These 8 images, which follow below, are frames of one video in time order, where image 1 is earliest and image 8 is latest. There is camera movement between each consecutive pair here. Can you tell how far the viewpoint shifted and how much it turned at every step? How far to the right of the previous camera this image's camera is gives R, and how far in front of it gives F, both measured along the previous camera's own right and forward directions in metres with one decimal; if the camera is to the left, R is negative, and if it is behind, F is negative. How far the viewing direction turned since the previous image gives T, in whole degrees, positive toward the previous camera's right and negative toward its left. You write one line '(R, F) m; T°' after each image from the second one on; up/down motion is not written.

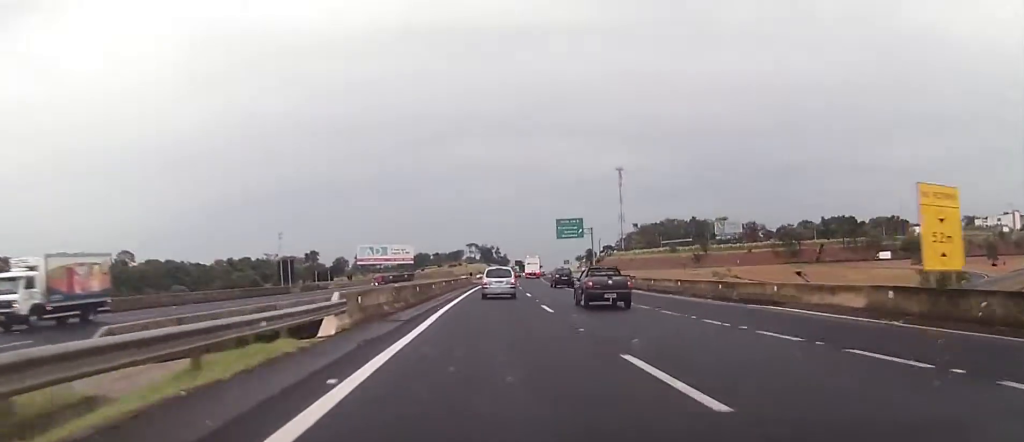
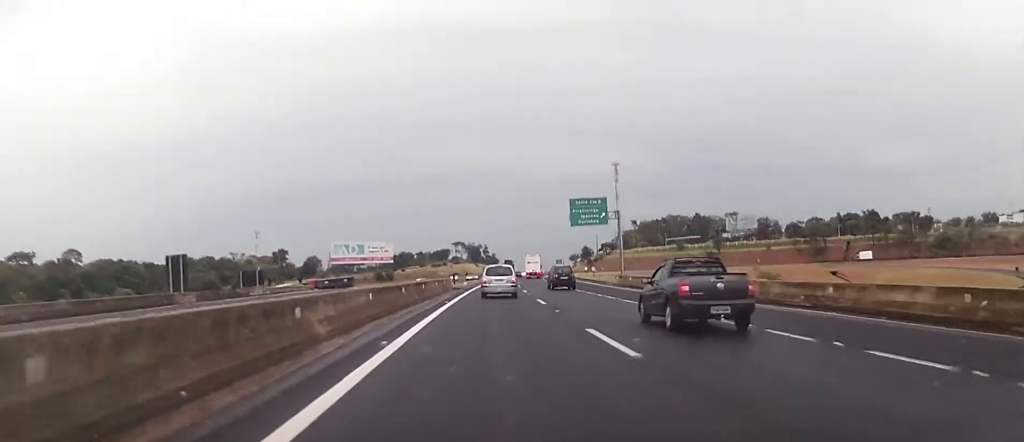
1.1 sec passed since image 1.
(+0.3, +29.0) m; +2°
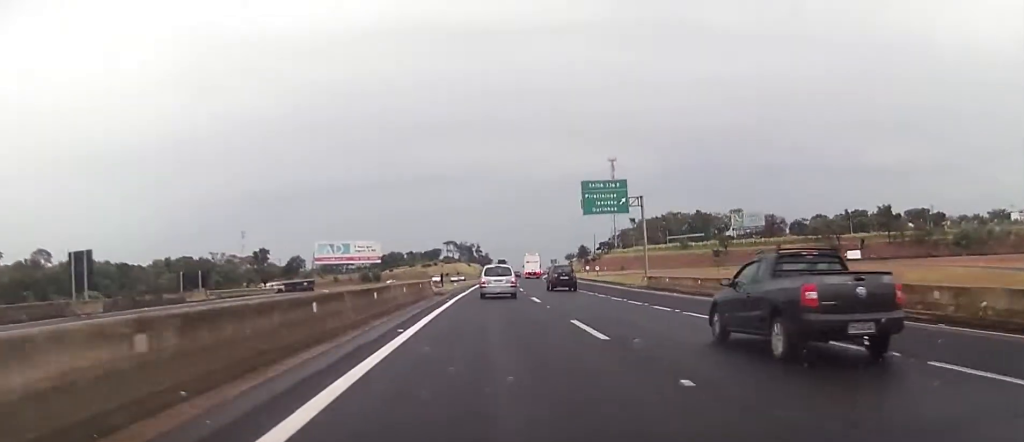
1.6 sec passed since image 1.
(+0.2, +14.2) m; +1°
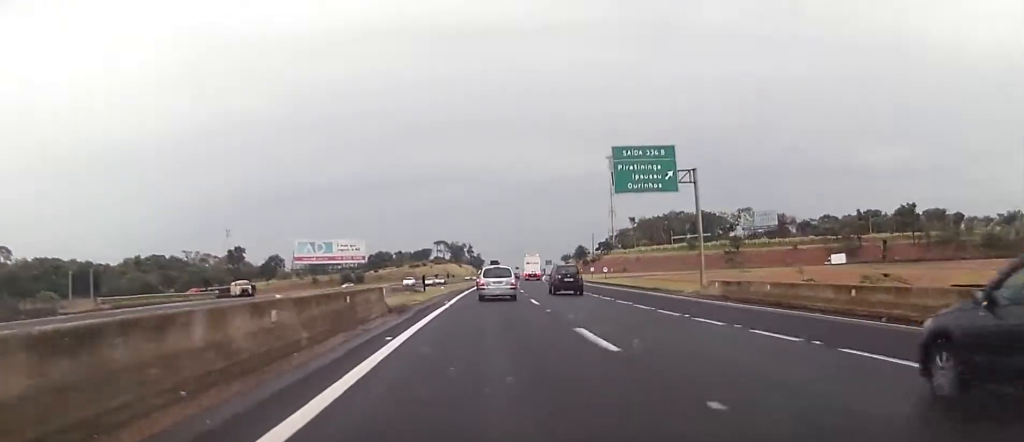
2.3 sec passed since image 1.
(+0.1, +17.6) m; +1°
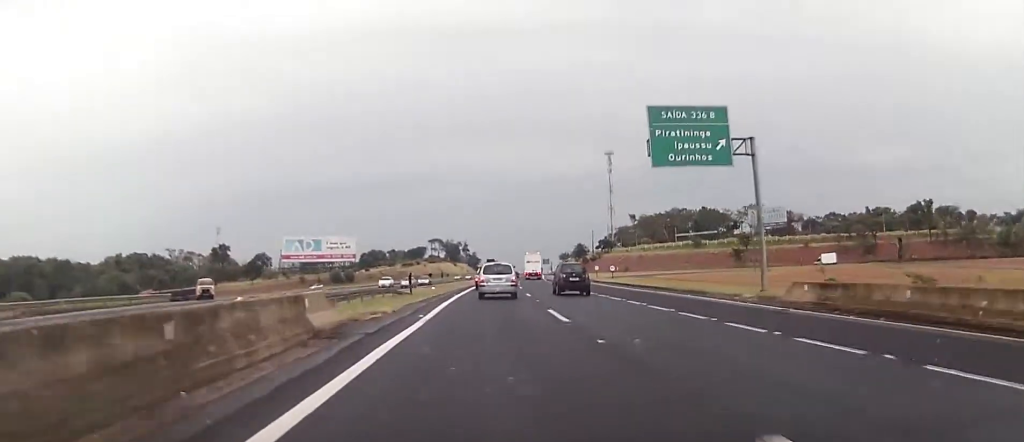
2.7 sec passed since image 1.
(0.0, +10.5) m; 0°
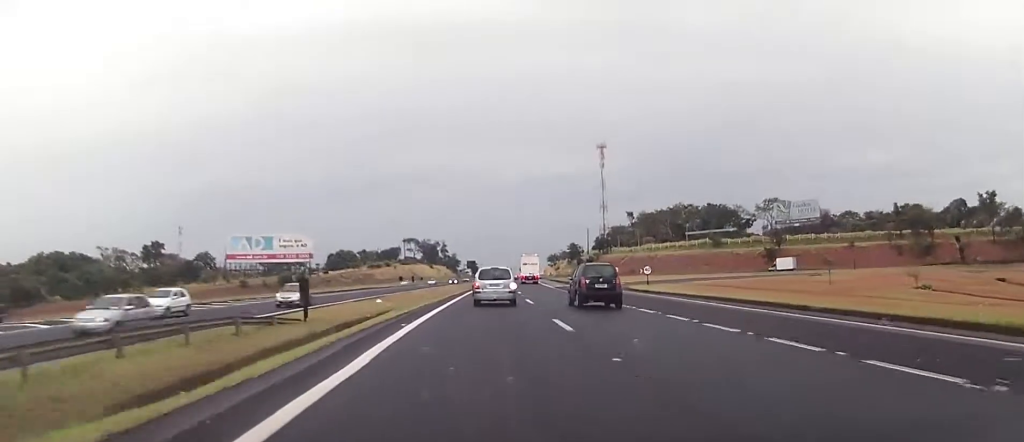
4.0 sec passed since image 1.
(+0.5, +34.5) m; +1°
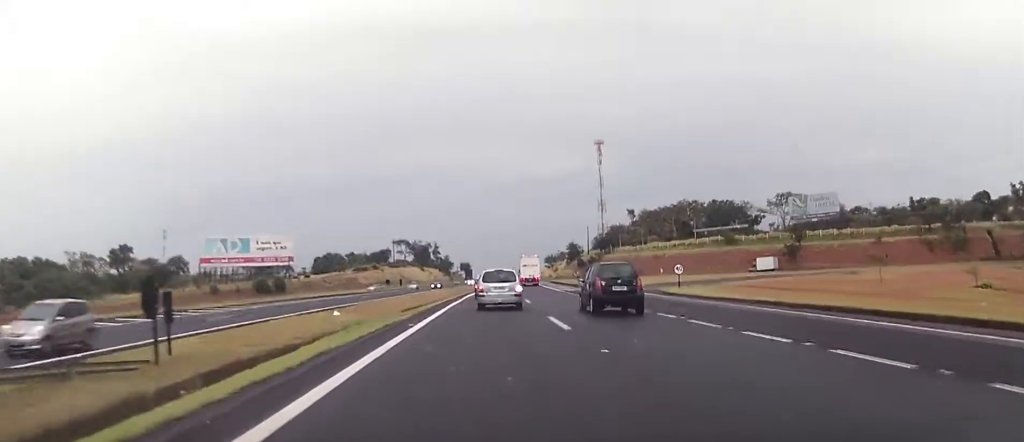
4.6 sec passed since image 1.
(-0.1, +14.5) m; +1°
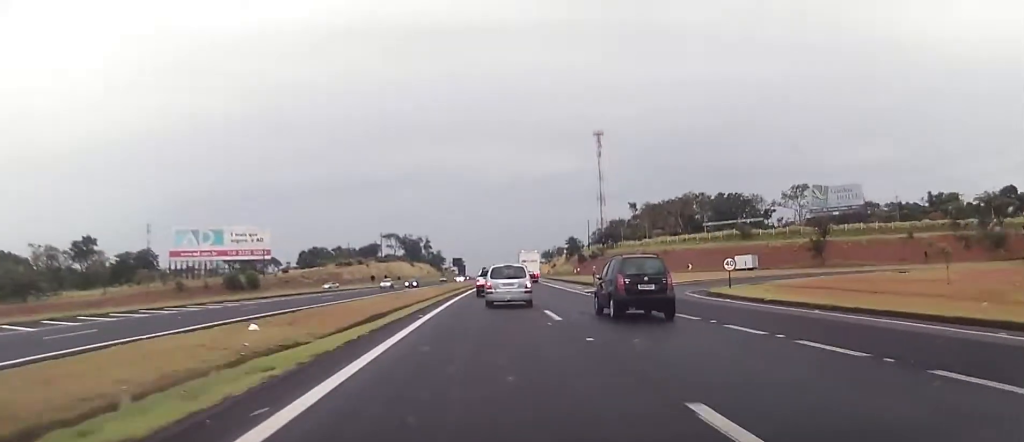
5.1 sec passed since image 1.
(0.0, +14.5) m; +1°
